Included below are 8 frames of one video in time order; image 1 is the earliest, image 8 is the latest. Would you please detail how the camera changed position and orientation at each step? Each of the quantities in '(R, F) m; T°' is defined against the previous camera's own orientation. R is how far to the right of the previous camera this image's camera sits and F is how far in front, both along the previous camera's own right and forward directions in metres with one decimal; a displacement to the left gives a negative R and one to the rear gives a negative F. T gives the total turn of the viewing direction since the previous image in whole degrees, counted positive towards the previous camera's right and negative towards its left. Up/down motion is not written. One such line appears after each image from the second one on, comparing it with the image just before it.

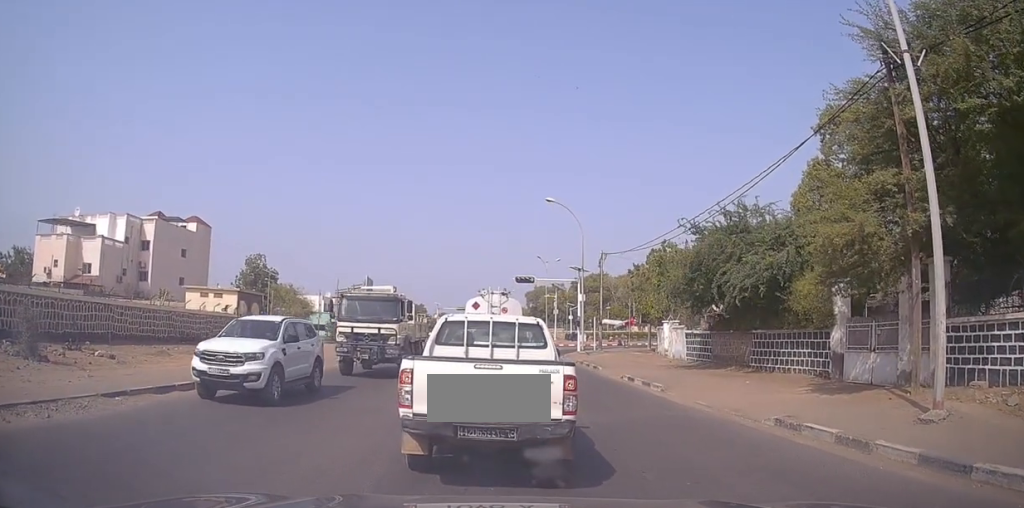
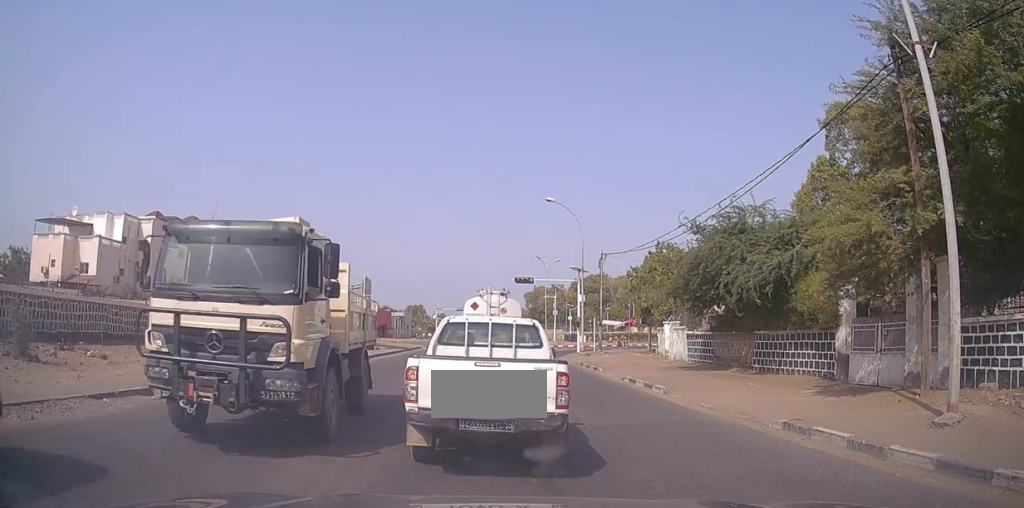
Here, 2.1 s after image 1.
(0.0, +0.5) m; 0°
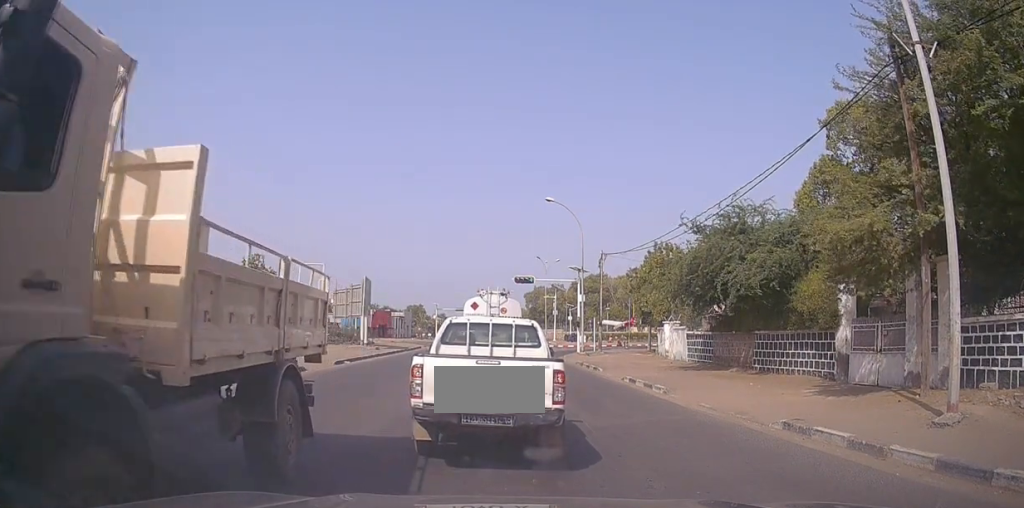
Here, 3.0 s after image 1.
(0.0, 0.0) m; 0°
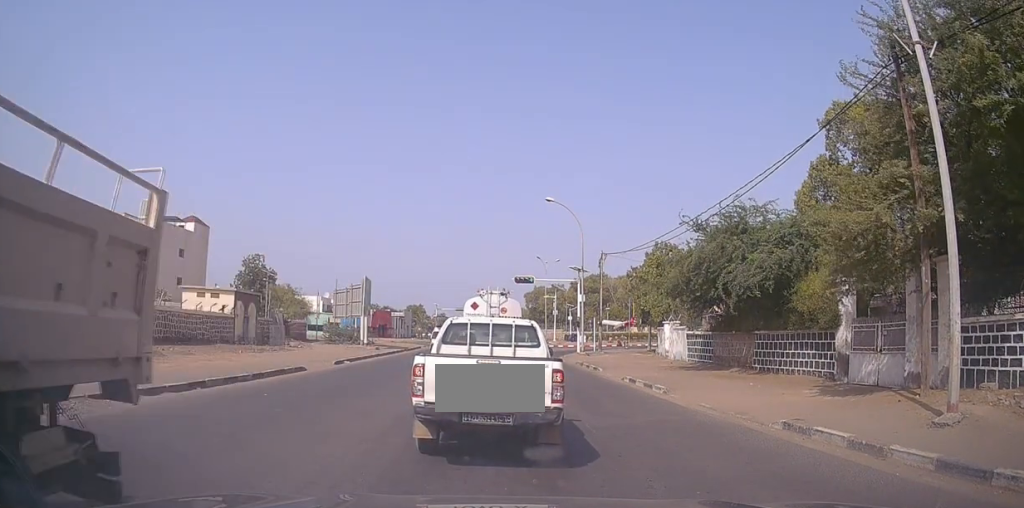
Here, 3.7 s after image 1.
(0.0, 0.0) m; 0°
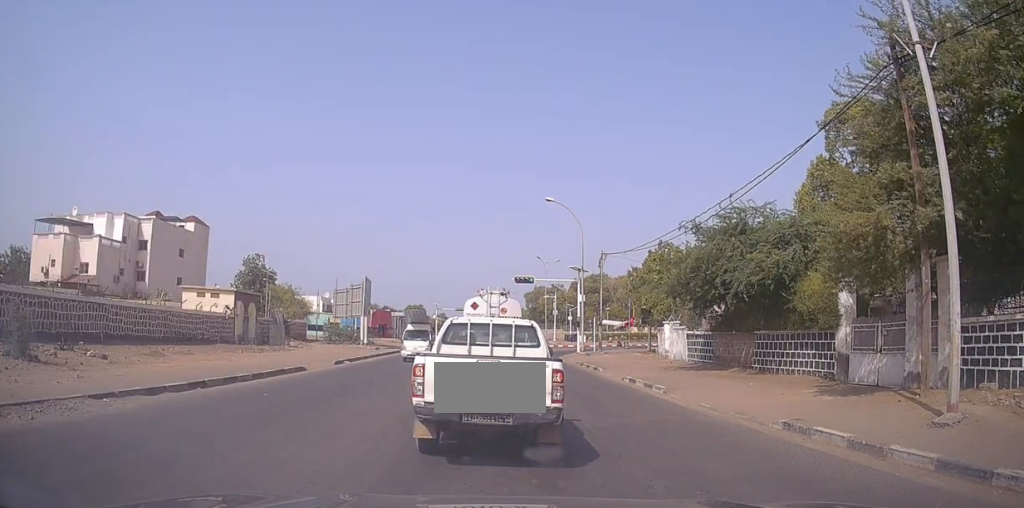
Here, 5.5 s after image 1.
(0.0, 0.0) m; 0°
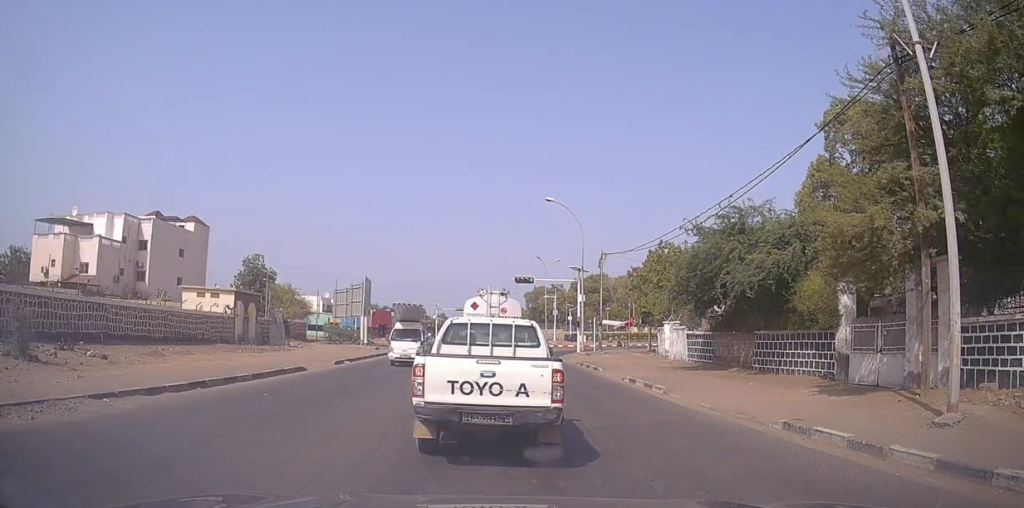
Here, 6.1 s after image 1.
(0.0, 0.0) m; 0°
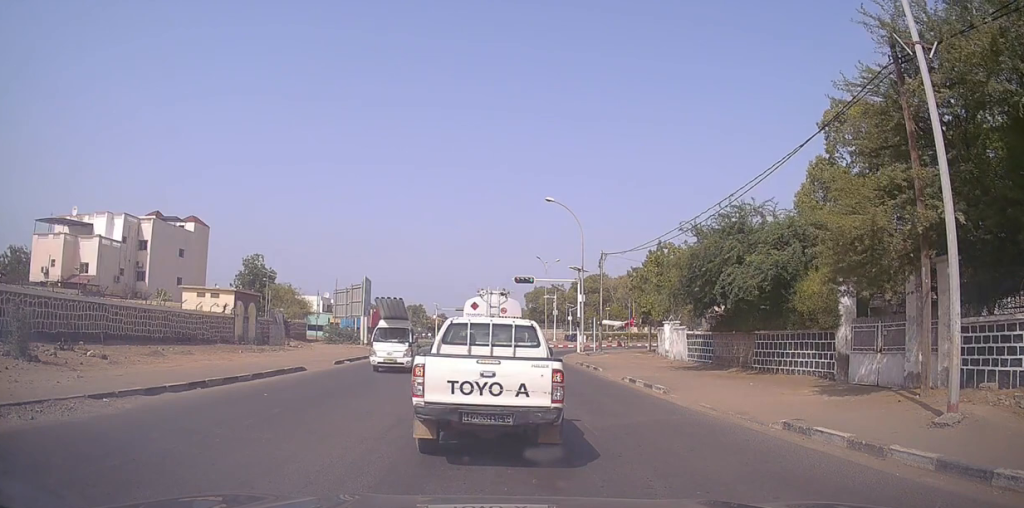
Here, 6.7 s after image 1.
(0.0, 0.0) m; 0°
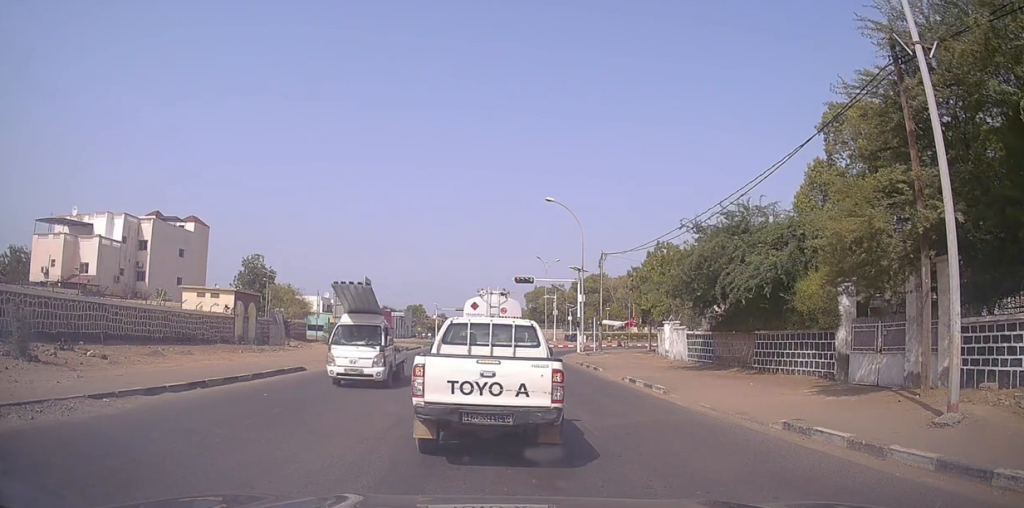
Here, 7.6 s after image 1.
(0.0, 0.0) m; 0°
